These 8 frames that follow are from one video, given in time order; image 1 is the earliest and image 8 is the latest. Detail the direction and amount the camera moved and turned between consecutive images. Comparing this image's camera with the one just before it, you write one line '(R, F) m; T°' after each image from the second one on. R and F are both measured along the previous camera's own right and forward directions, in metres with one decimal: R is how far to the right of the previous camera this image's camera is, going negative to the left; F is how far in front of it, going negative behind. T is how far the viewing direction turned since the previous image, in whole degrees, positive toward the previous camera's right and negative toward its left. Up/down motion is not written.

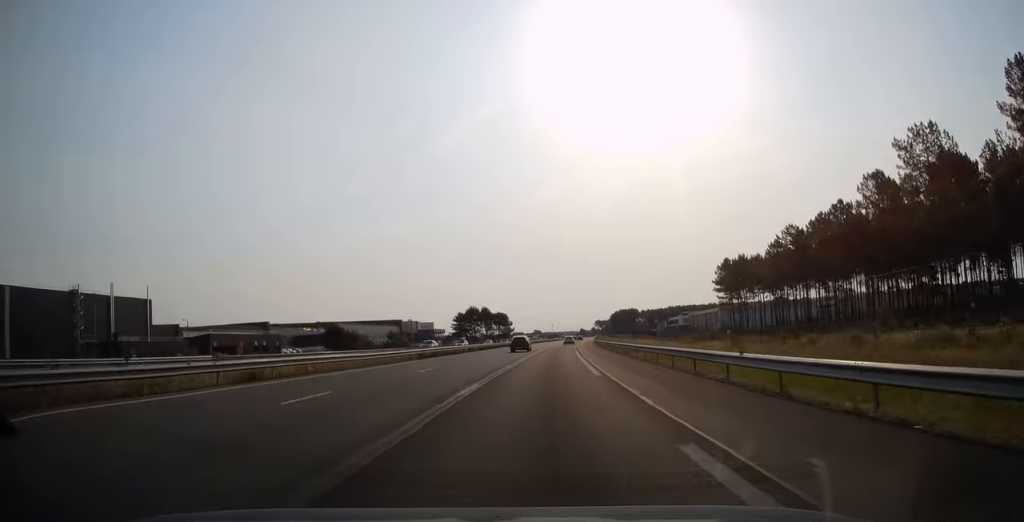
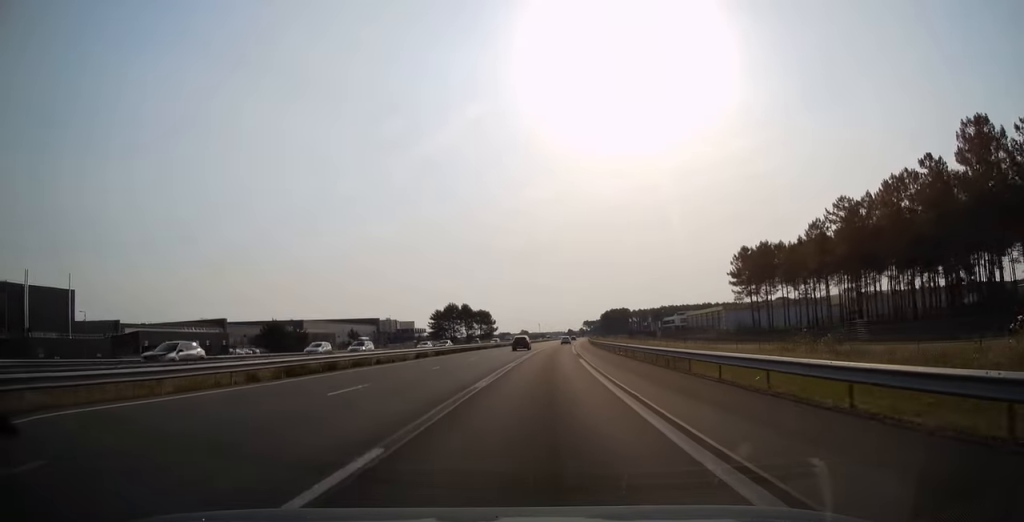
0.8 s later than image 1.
(+0.3, +23.3) m; +1°
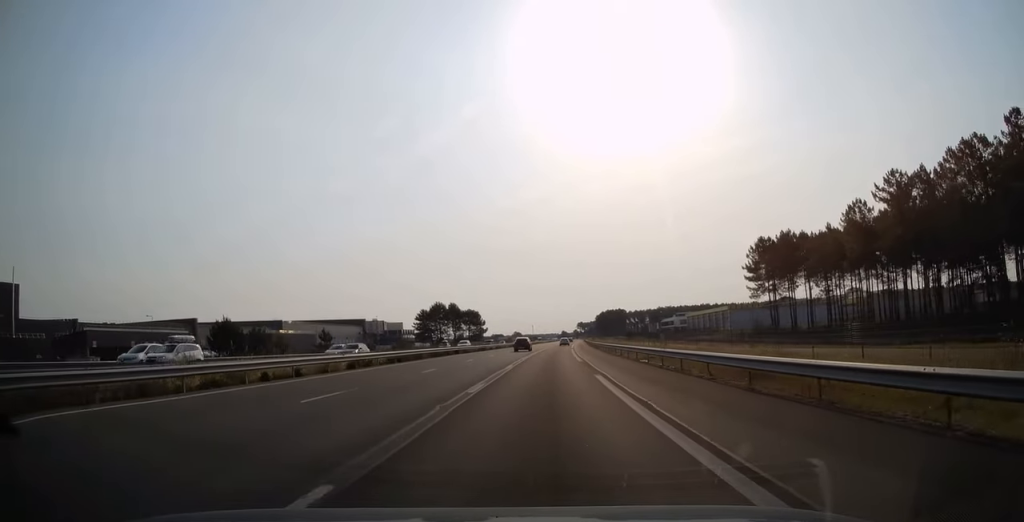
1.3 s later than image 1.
(+0.2, +14.9) m; +1°
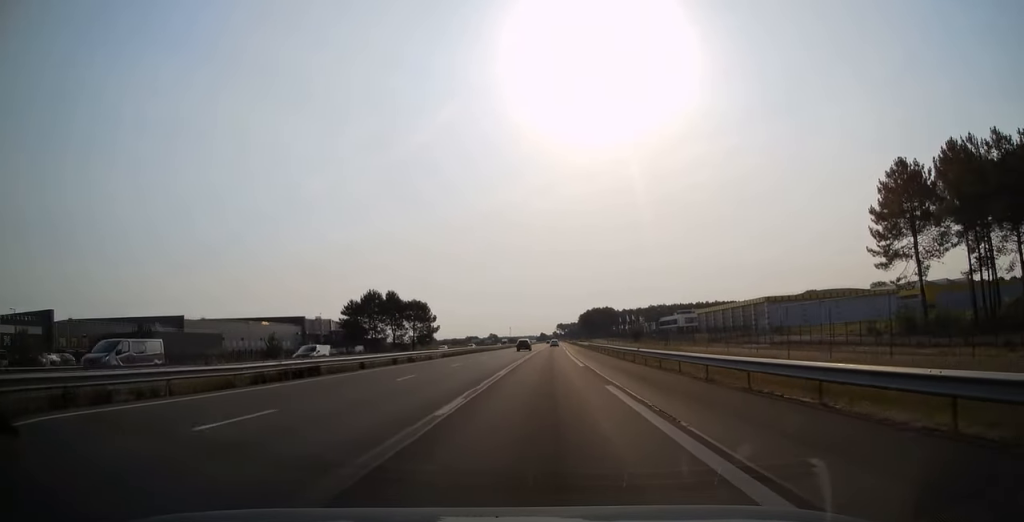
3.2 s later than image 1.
(+0.9, +56.9) m; +2°
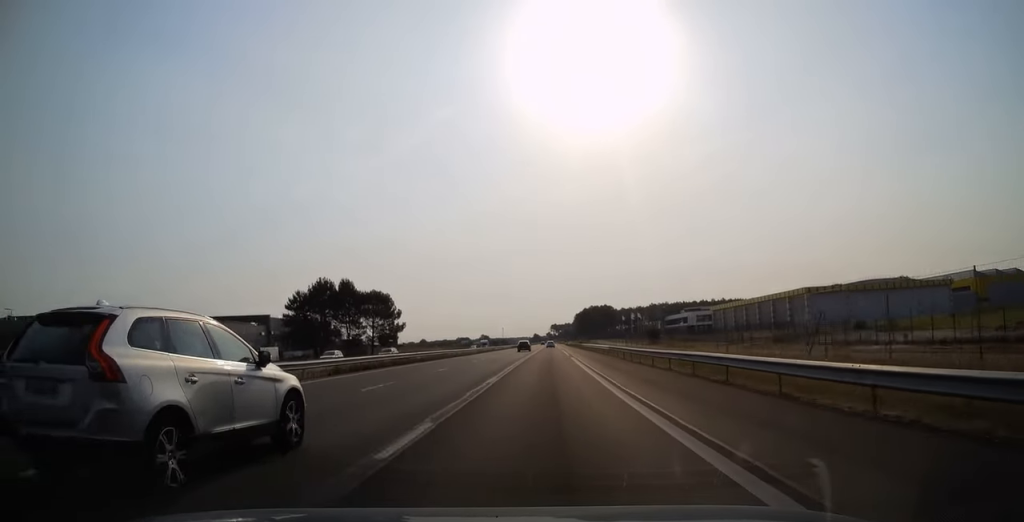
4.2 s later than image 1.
(+0.3, +30.1) m; +1°
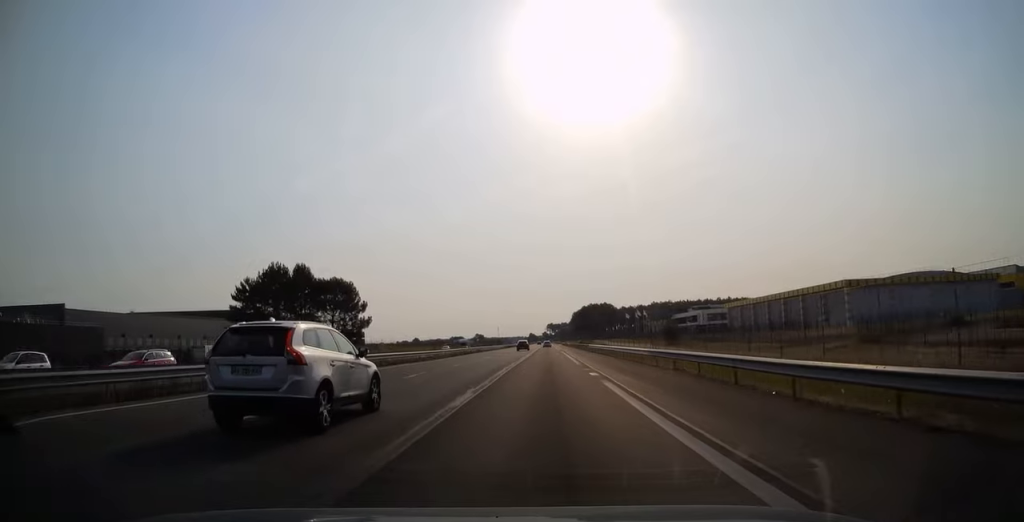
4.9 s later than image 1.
(0.0, +20.7) m; 0°
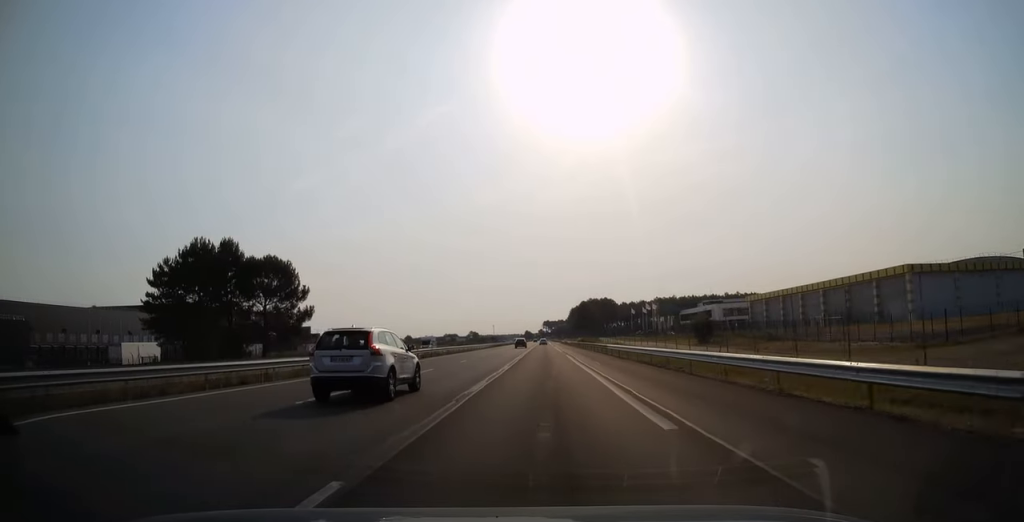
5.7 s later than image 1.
(0.0, +23.2) m; +1°
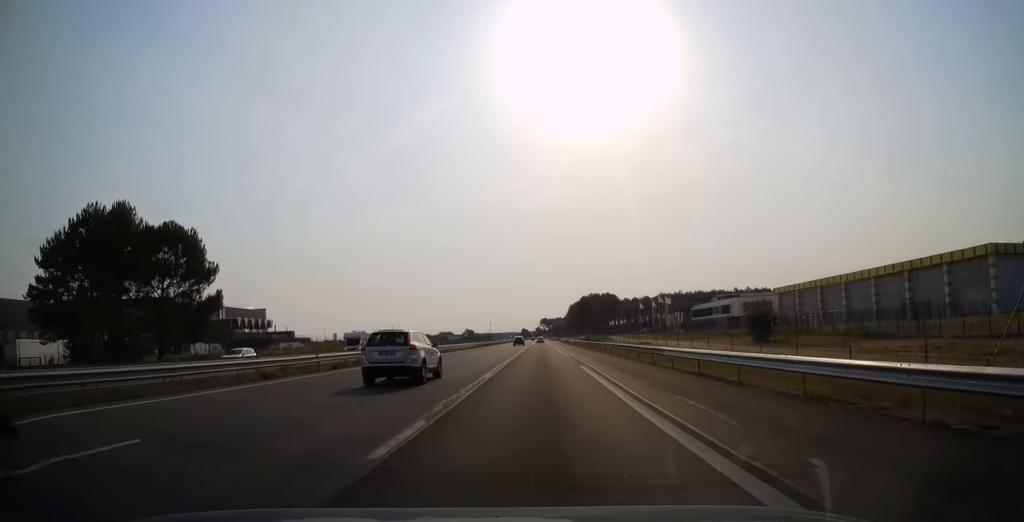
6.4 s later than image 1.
(+0.2, +21.7) m; 0°
